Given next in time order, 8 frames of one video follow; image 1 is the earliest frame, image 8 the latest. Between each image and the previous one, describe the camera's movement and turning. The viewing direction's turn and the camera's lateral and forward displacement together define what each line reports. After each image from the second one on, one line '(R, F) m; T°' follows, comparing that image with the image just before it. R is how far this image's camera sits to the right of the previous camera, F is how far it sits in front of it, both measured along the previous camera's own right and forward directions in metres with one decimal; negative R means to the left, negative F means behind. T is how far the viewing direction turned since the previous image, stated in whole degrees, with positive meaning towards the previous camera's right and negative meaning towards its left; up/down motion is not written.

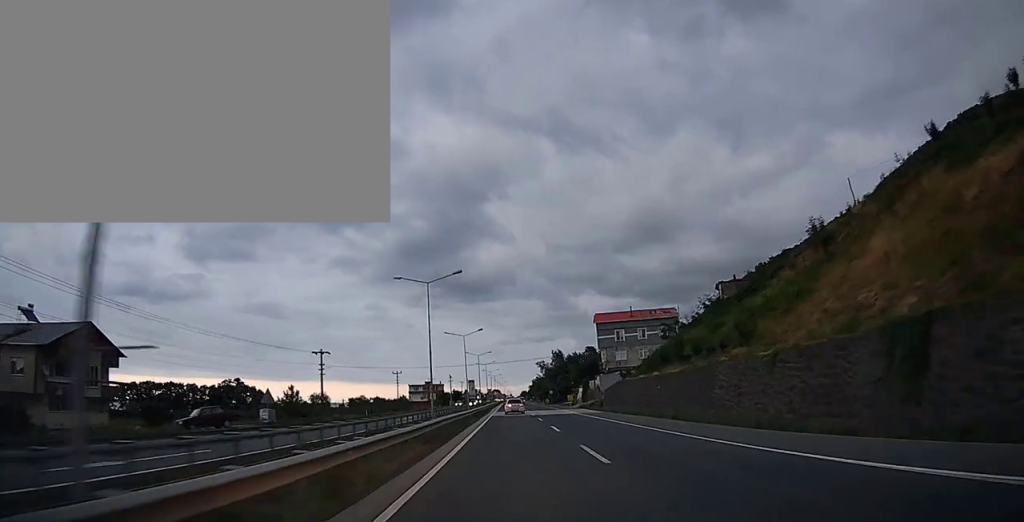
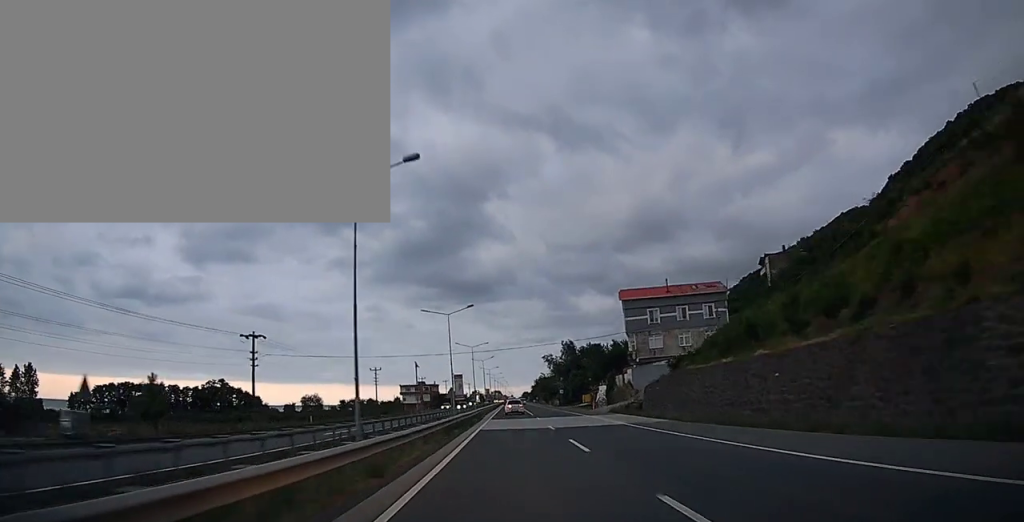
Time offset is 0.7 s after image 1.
(0.0, +20.3) m; 0°
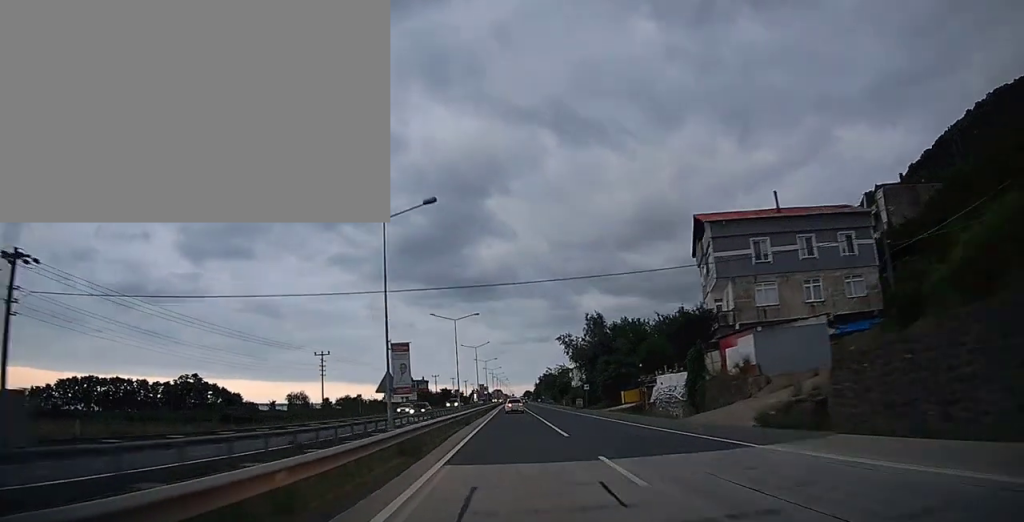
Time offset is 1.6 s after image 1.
(0.0, +29.7) m; 0°
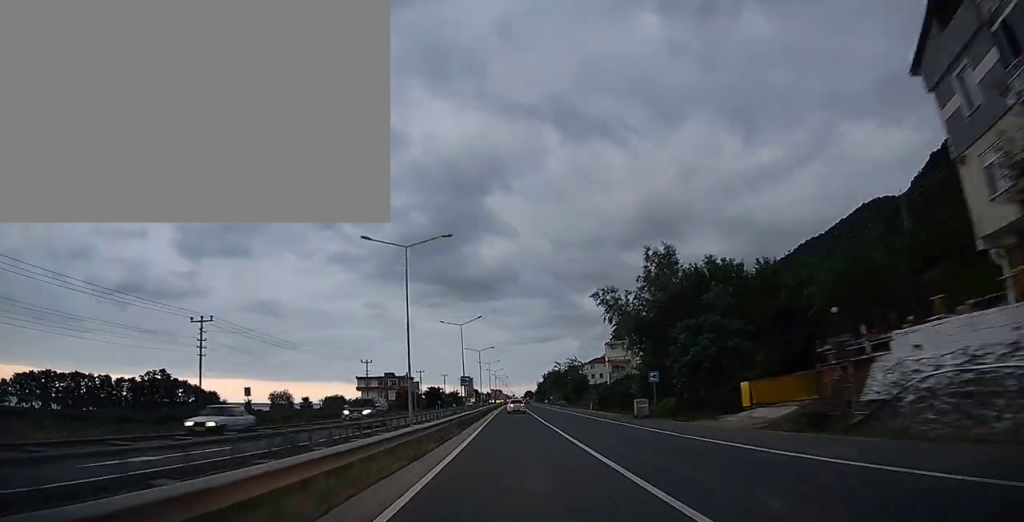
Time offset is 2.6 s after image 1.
(-0.2, +29.8) m; 0°
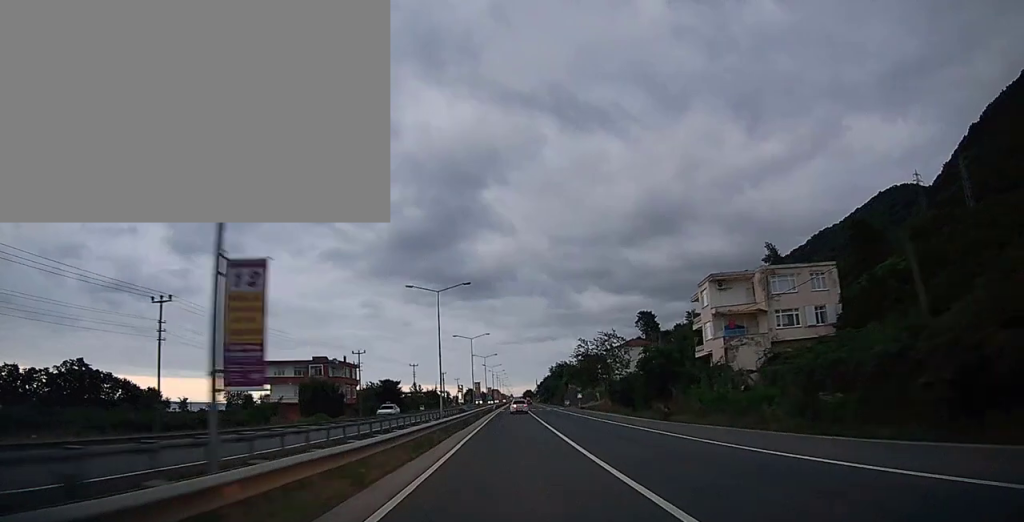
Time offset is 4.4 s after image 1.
(-0.1, +55.8) m; 0°
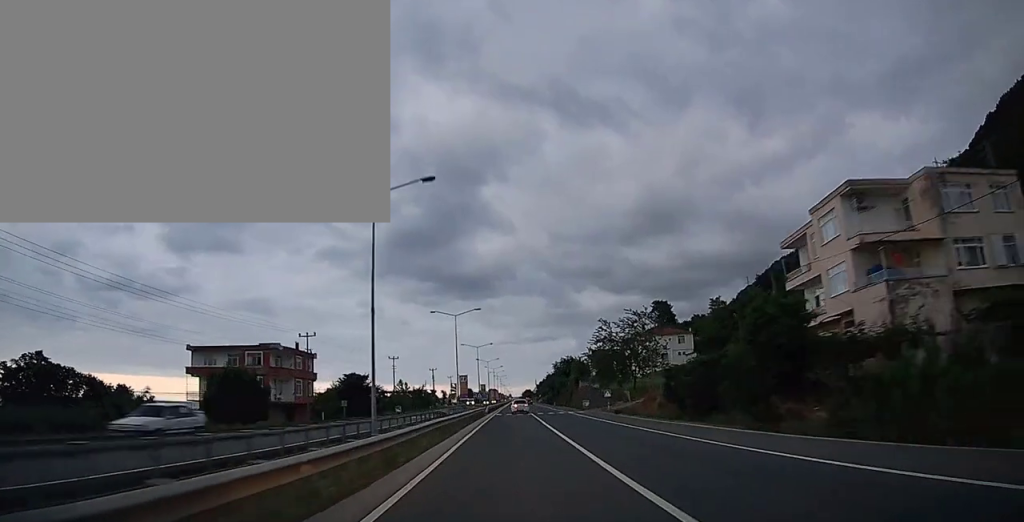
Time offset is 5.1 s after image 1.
(+0.1, +21.8) m; 0°
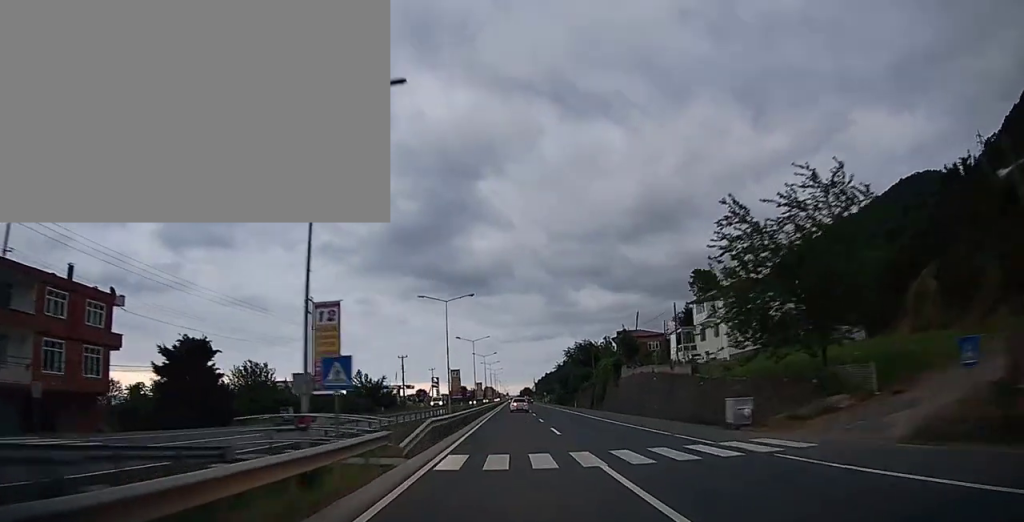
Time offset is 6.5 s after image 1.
(+0.2, +42.6) m; +1°
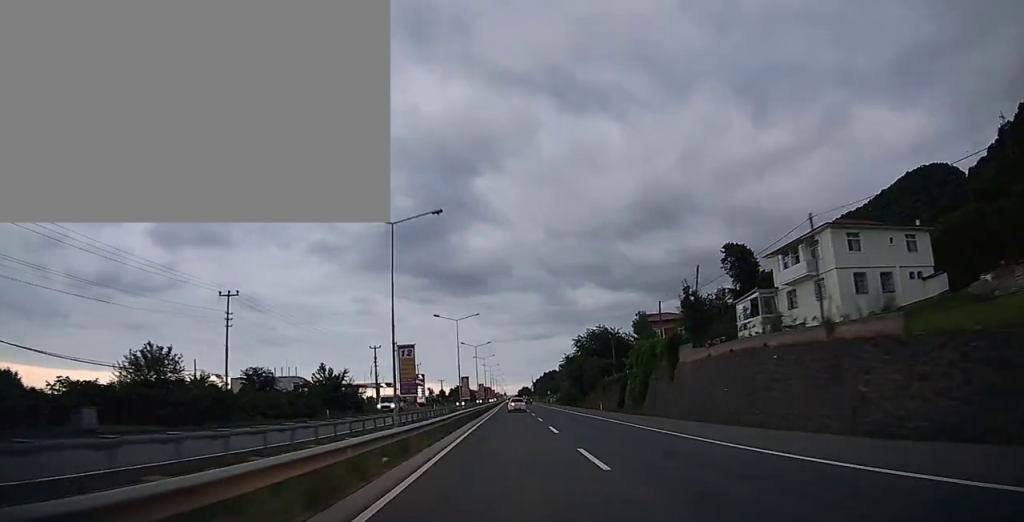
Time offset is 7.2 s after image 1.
(+0.1, +22.8) m; 0°
